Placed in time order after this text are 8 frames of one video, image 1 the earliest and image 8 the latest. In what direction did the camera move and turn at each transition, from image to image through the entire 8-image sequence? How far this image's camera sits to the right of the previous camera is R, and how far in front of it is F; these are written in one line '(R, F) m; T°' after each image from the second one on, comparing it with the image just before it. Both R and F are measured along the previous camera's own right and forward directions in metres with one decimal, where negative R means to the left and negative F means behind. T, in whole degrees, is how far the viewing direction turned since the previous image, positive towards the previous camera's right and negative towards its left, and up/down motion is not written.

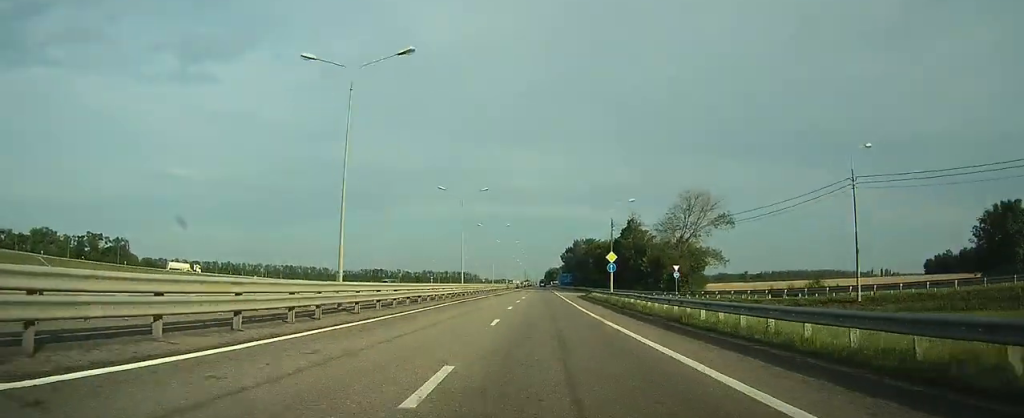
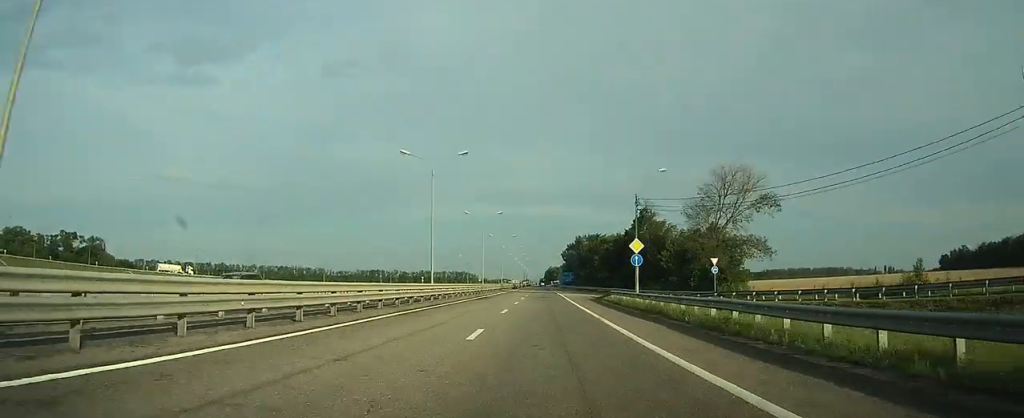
(0.0, +15.6) m; 0°
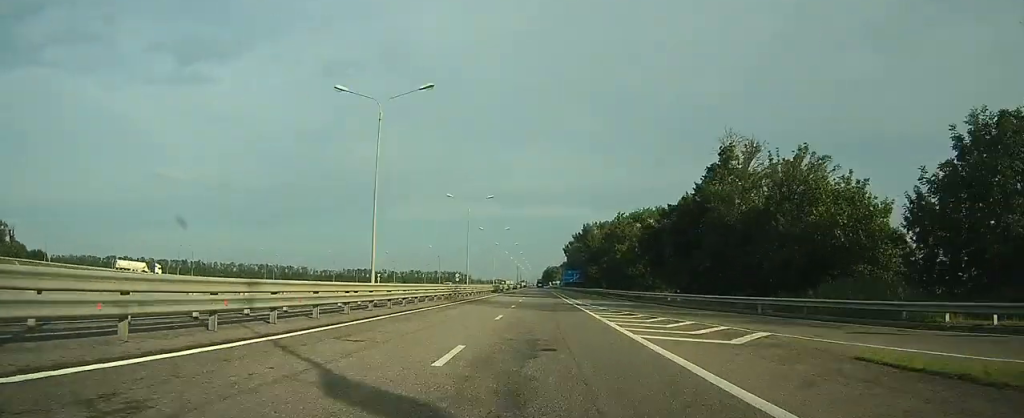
(-0.1, +57.1) m; 0°
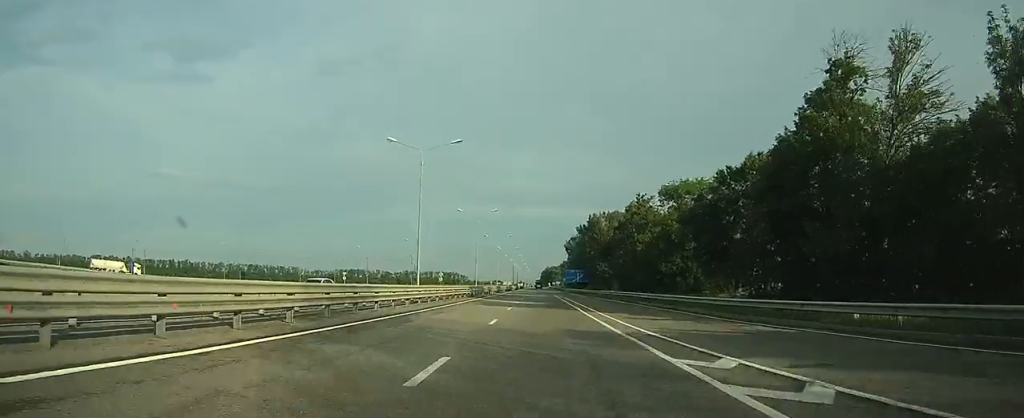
(+0.1, +29.4) m; 0°
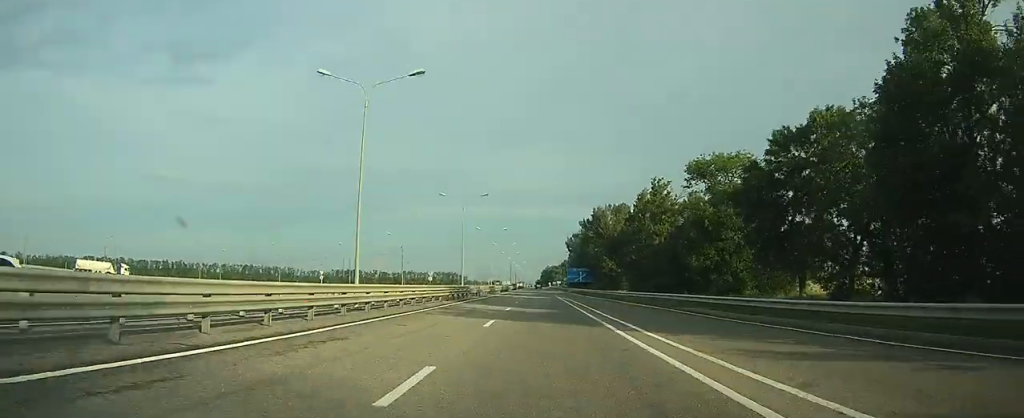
(0.0, +15.0) m; 0°
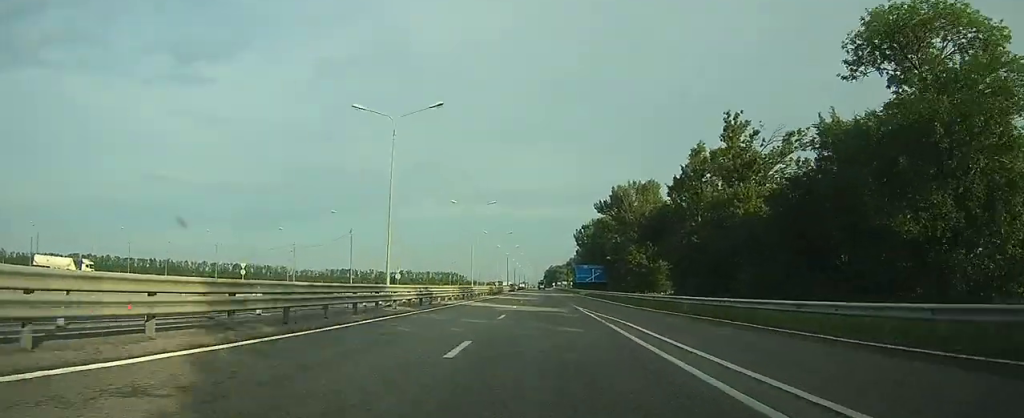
(0.0, +34.7) m; 0°
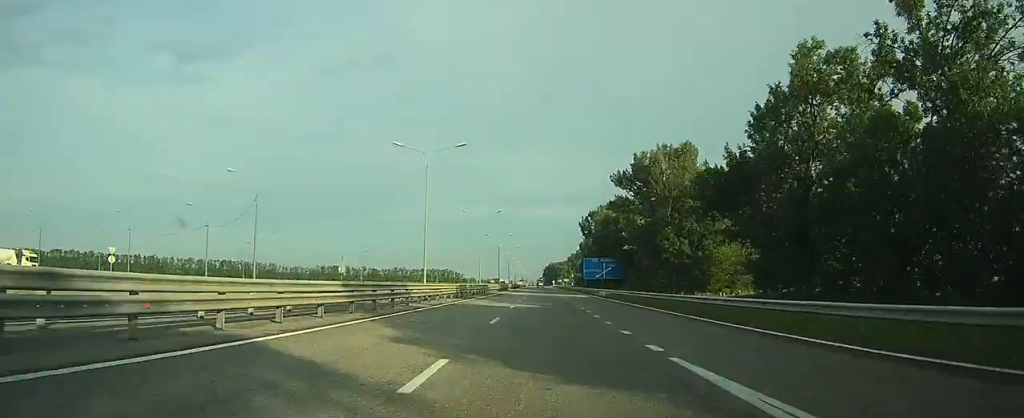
(-0.1, +28.7) m; 0°
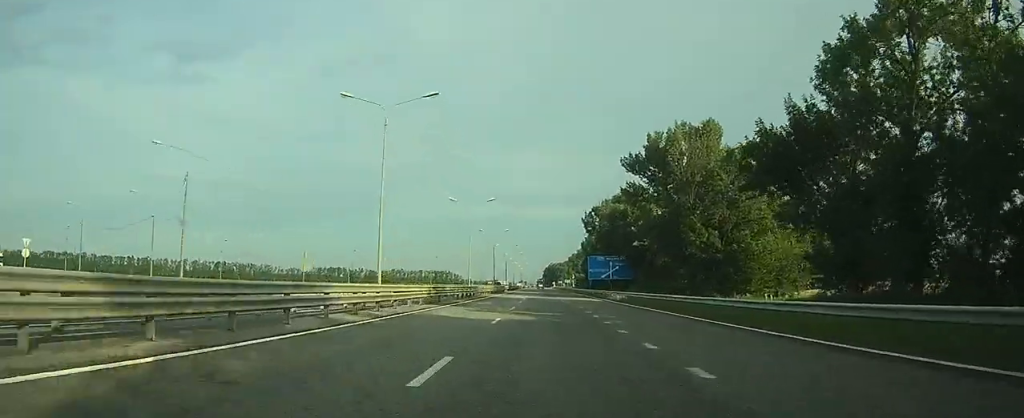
(0.0, +11.7) m; 0°
